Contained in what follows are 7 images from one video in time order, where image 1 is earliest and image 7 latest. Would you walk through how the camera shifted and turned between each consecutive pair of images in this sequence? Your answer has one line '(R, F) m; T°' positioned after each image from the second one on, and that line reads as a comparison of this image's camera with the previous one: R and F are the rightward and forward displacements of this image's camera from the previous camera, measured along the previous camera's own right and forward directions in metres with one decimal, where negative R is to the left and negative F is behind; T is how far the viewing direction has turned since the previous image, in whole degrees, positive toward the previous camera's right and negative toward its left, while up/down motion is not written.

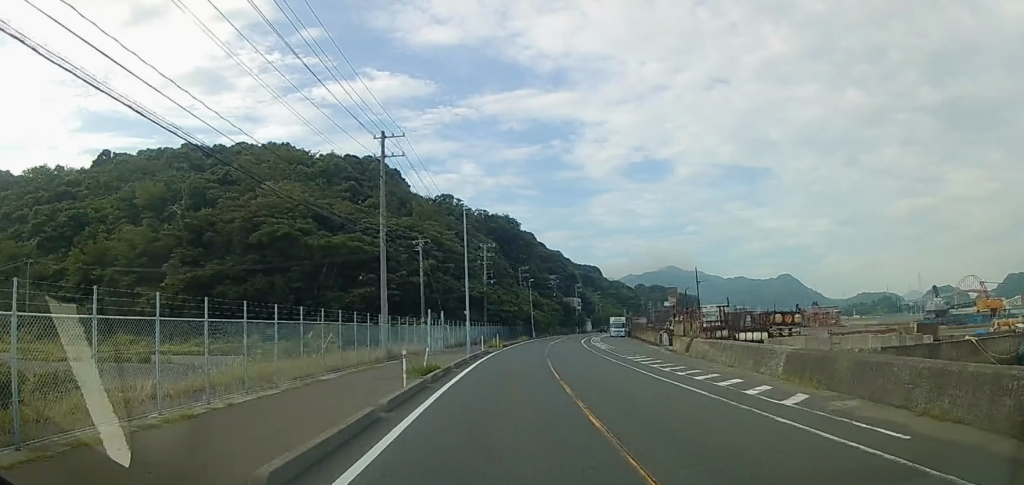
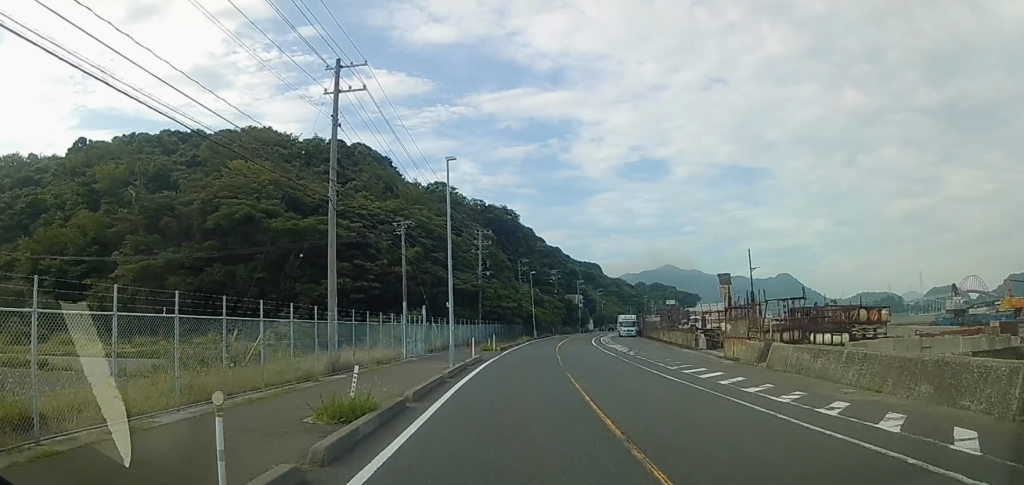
(-0.2, +9.0) m; -1°
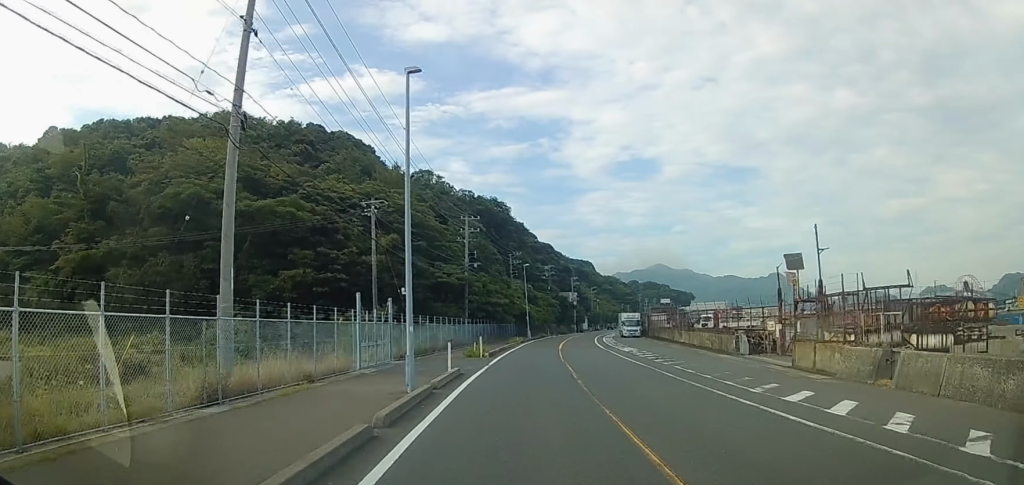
(0.0, +7.6) m; 0°
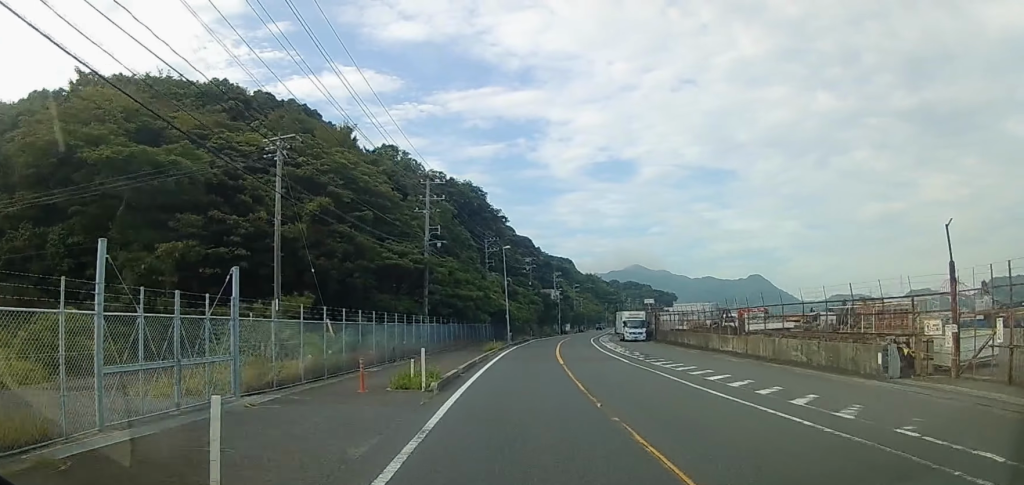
(+0.2, +12.4) m; +1°
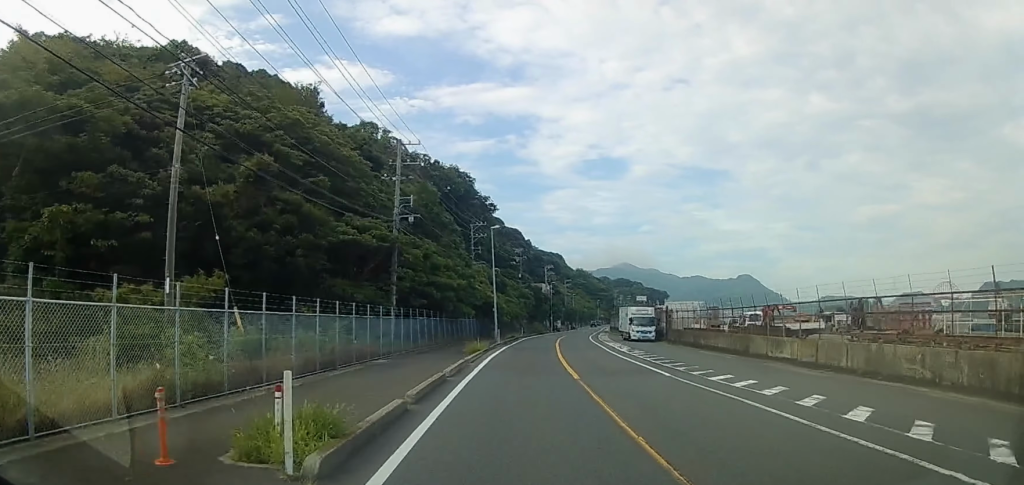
(0.0, +7.5) m; +1°
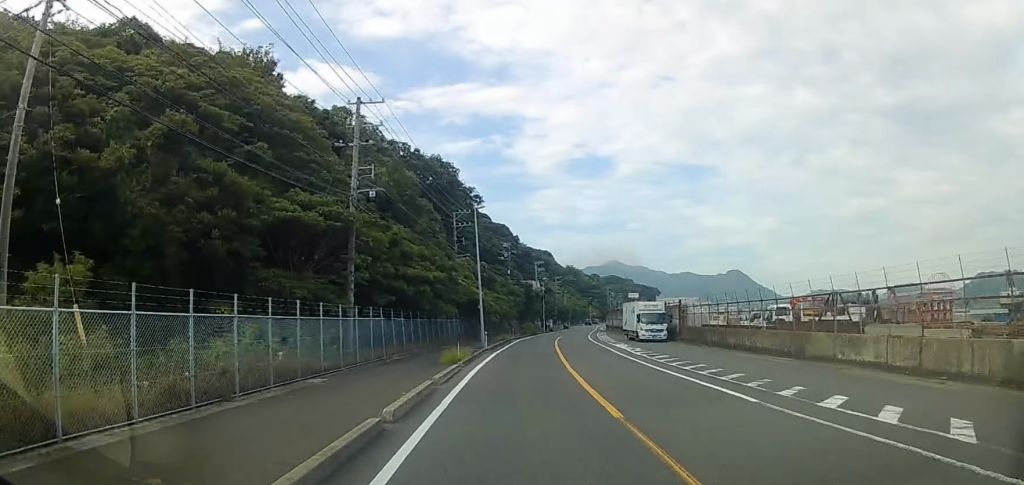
(0.0, +7.0) m; +1°
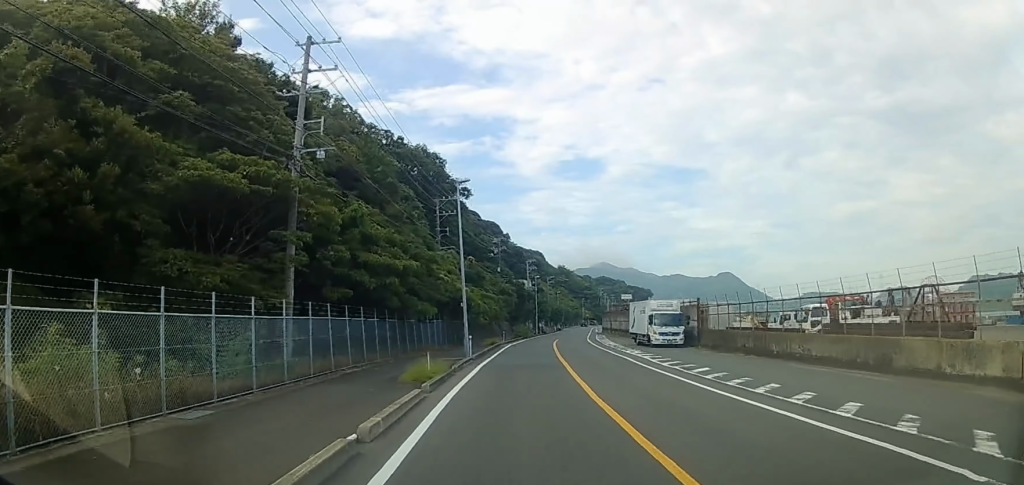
(+0.1, +7.0) m; +1°
